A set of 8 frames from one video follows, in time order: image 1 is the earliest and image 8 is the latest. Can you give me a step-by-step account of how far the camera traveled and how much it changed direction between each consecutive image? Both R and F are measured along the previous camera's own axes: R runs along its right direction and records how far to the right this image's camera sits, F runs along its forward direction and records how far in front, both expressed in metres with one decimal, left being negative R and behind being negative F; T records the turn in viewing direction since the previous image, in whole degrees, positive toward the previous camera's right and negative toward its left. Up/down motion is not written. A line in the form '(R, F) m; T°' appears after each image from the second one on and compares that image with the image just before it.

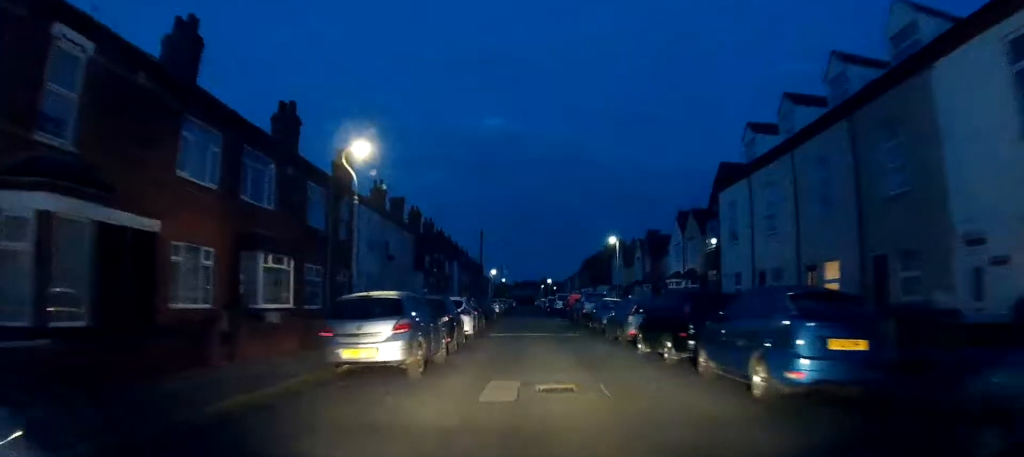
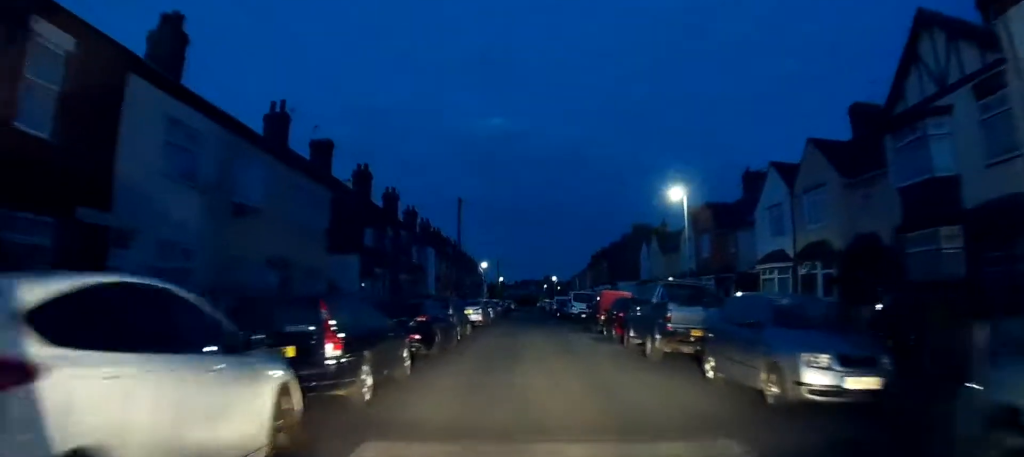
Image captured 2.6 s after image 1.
(-0.3, +19.1) m; +1°
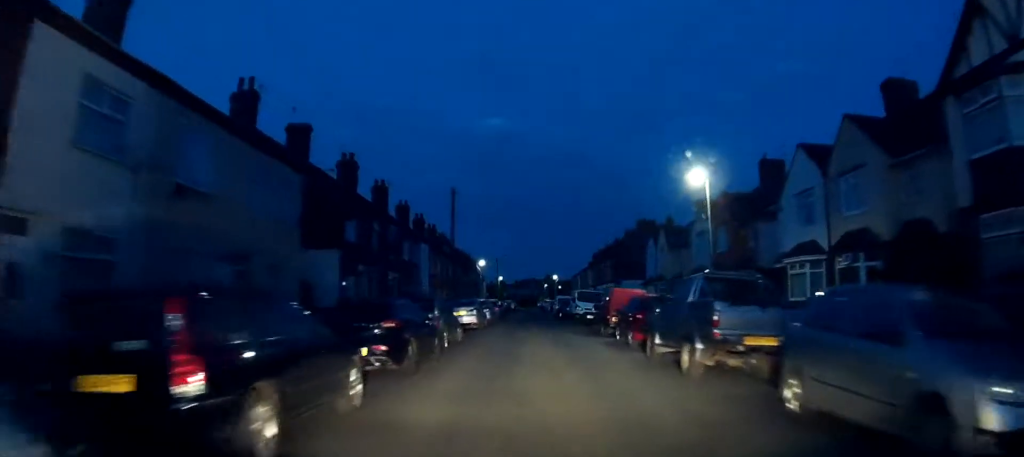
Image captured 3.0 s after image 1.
(0.0, +3.3) m; -2°
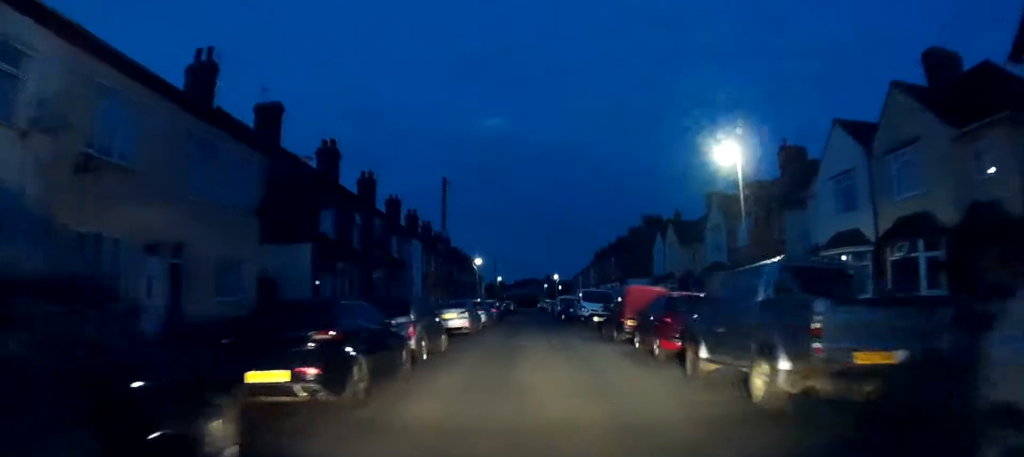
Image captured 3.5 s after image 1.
(+0.1, +3.5) m; -2°
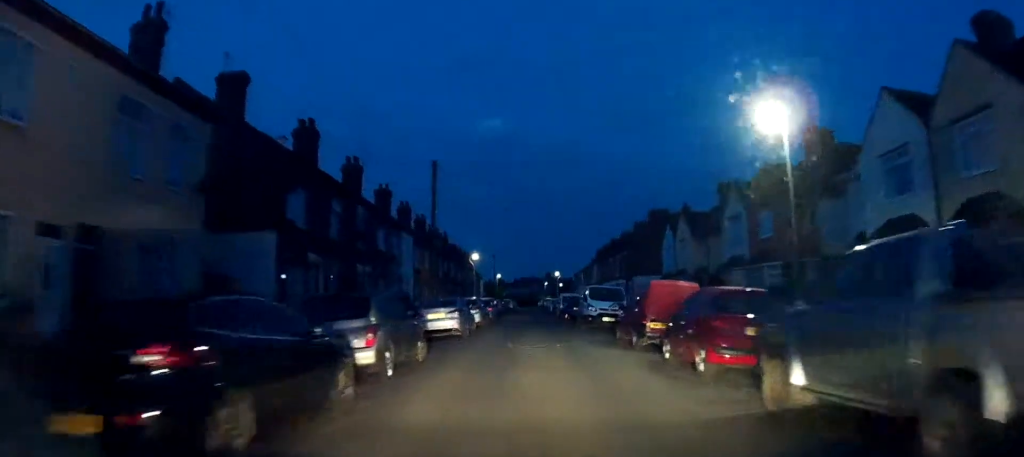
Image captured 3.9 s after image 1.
(-0.2, +3.5) m; 0°
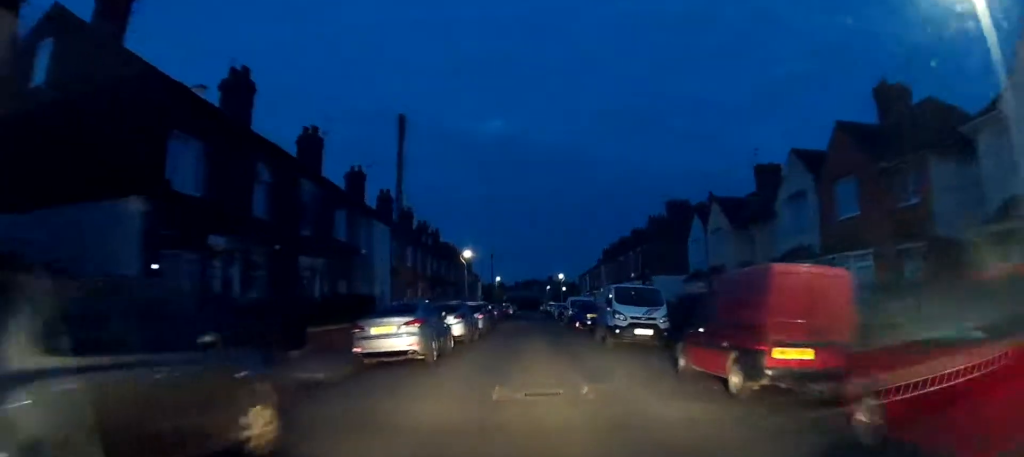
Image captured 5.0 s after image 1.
(-0.1, +7.8) m; +1°
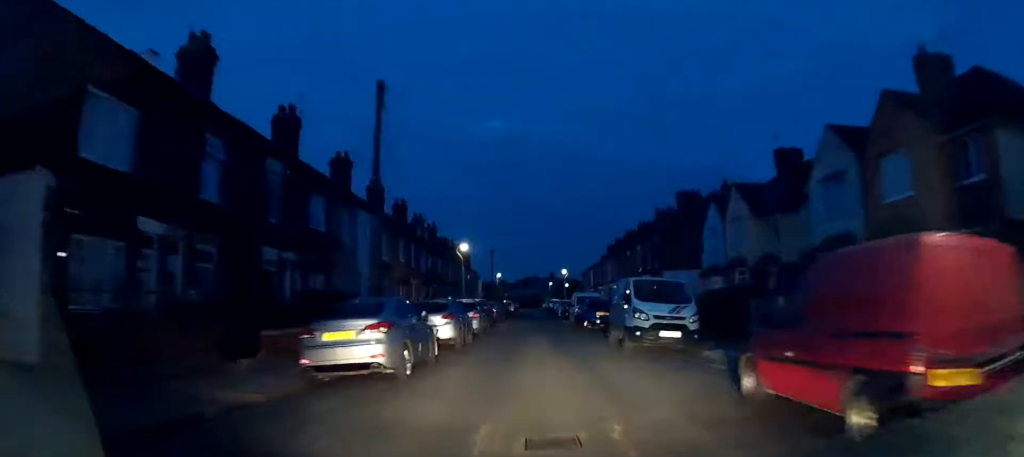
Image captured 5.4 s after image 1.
(+0.1, +3.3) m; +2°
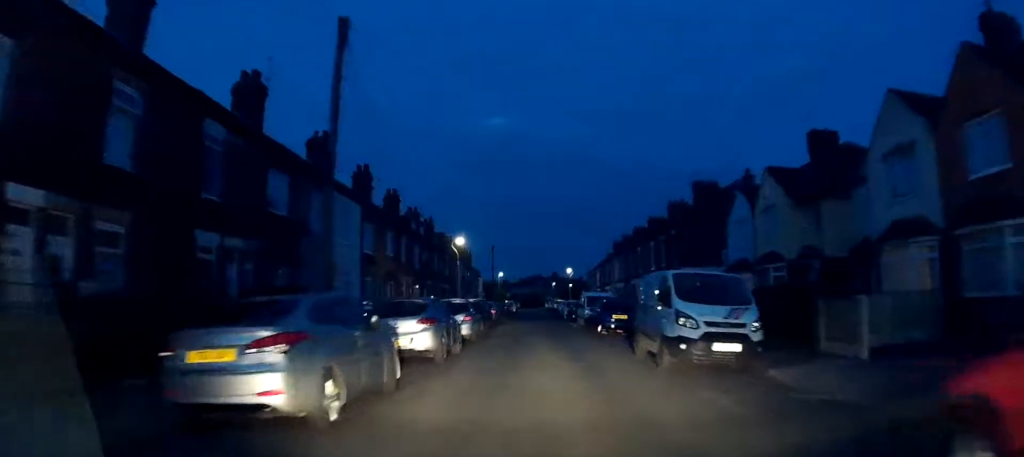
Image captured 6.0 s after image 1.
(+0.1, +4.3) m; 0°
